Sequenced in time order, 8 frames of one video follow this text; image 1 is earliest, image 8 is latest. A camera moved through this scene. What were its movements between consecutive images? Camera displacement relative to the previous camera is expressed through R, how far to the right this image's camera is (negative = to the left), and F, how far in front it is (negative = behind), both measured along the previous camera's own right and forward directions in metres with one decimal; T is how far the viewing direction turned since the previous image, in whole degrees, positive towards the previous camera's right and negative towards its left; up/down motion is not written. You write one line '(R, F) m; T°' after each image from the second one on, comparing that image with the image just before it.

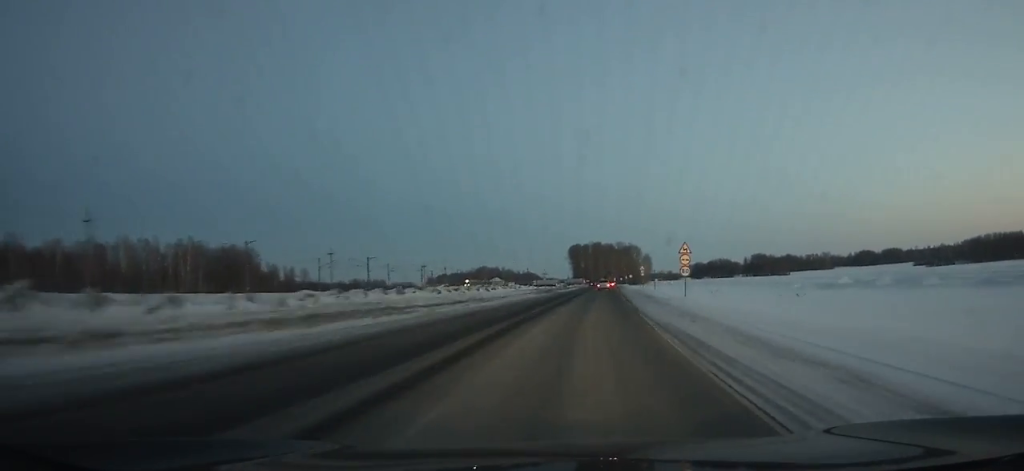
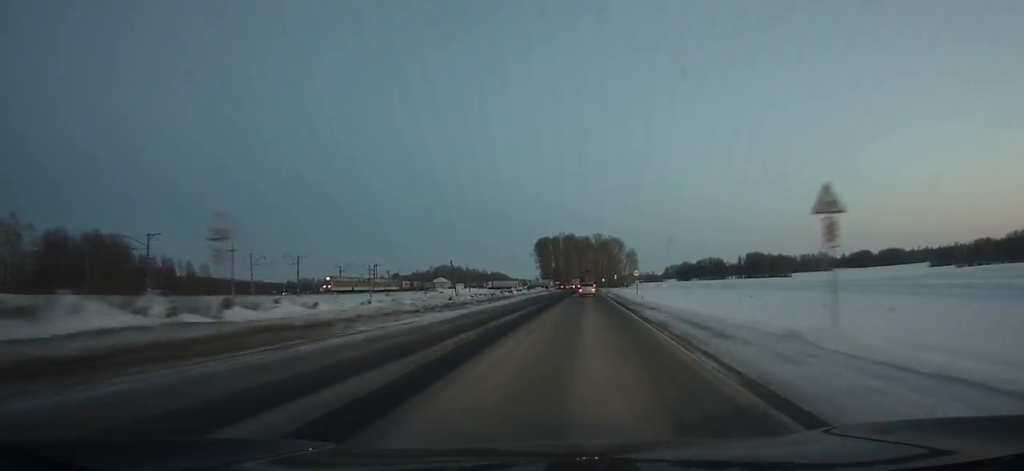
(+3.3, +72.5) m; +3°
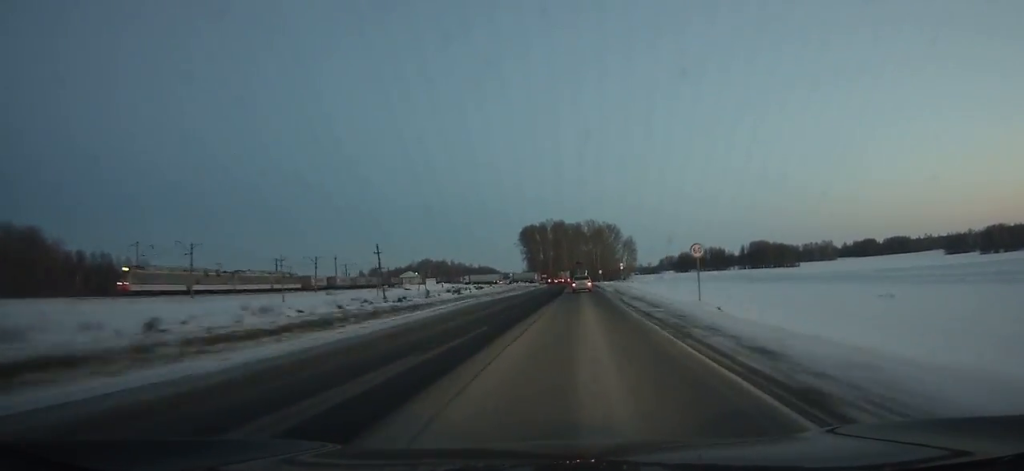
(+0.1, +37.1) m; 0°
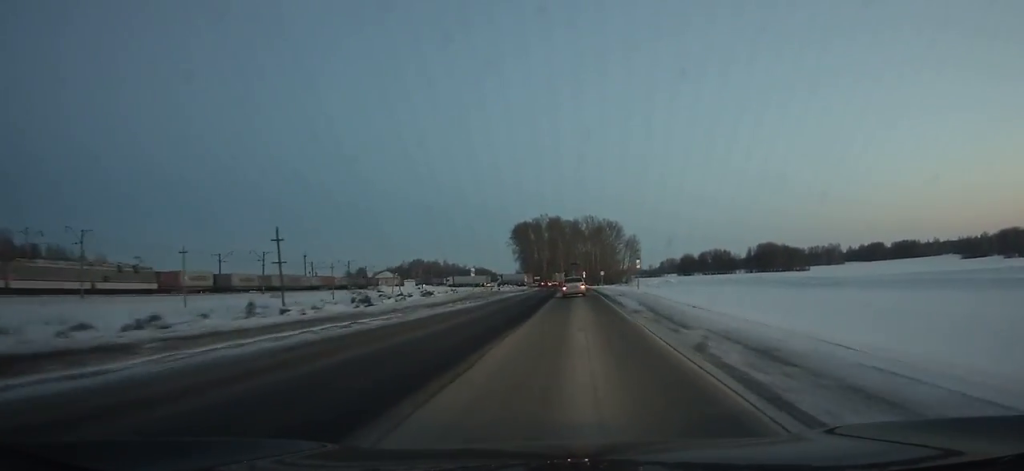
(-0.1, +25.5) m; 0°
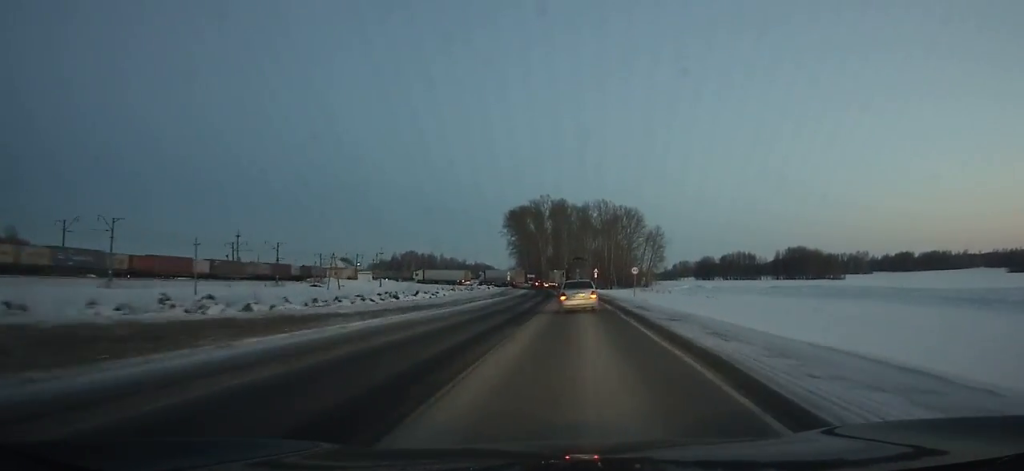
(+0.5, +47.2) m; +1°
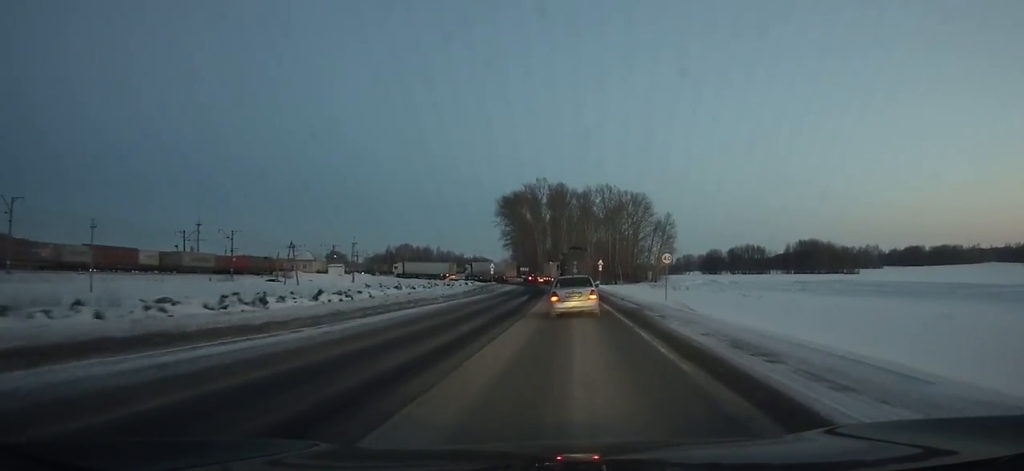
(+0.4, +20.3) m; 0°
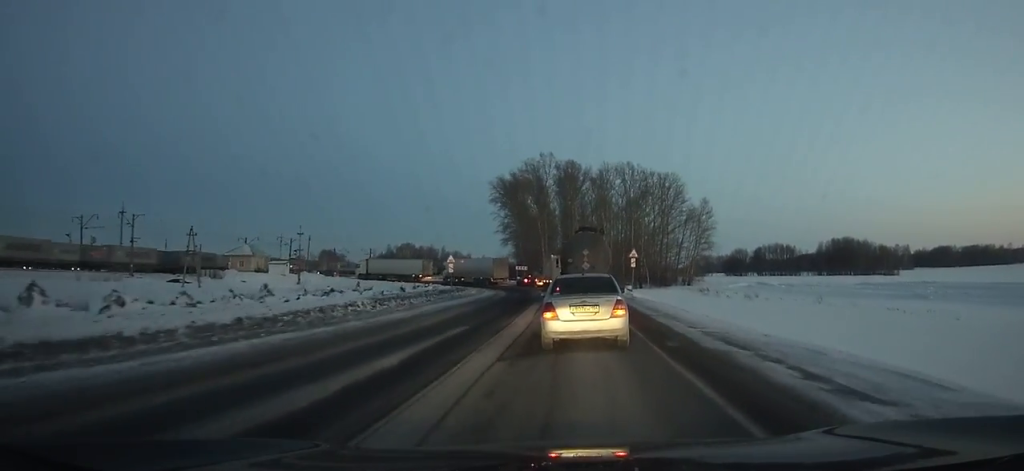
(-0.5, +29.2) m; -1°
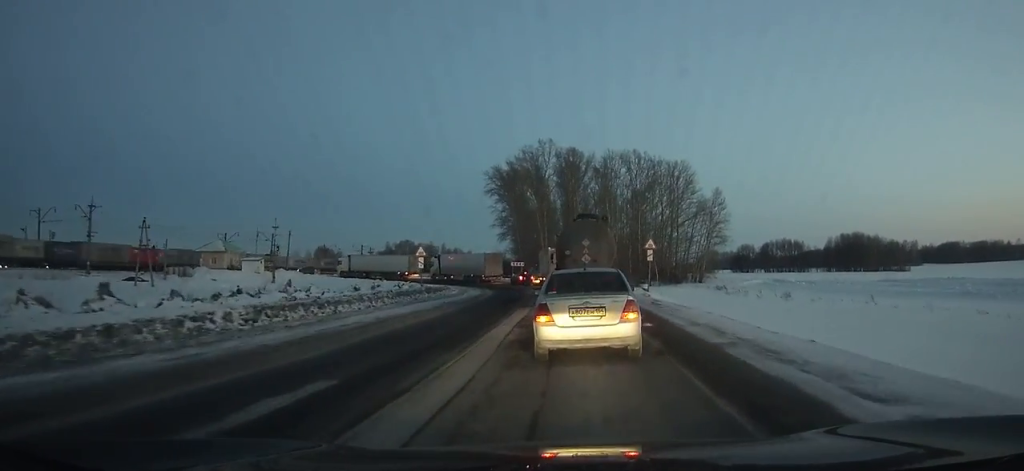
(0.0, +9.4) m; 0°
